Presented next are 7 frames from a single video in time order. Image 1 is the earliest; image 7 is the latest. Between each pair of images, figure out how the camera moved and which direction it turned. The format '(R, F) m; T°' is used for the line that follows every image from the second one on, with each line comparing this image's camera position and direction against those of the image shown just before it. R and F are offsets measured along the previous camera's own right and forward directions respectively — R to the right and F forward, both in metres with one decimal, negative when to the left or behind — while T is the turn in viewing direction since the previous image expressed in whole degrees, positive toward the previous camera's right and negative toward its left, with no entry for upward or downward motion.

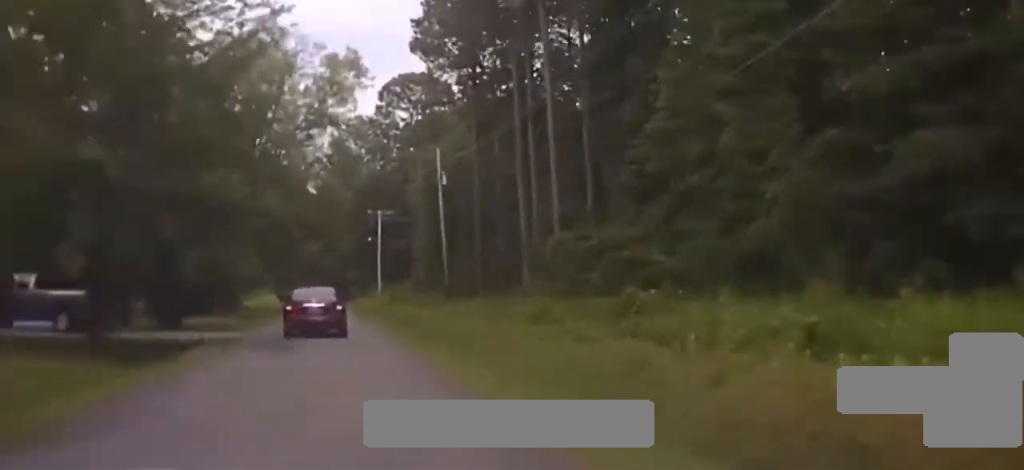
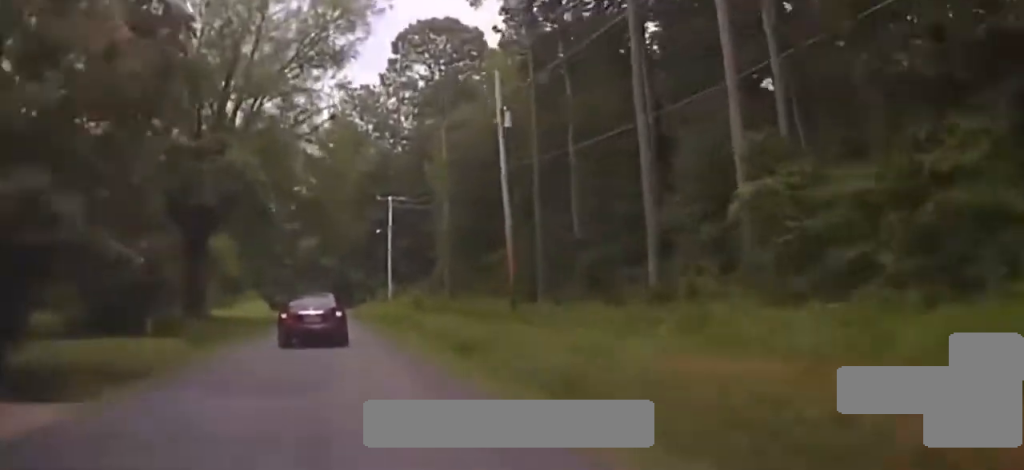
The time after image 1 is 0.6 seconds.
(0.0, +21.0) m; 0°
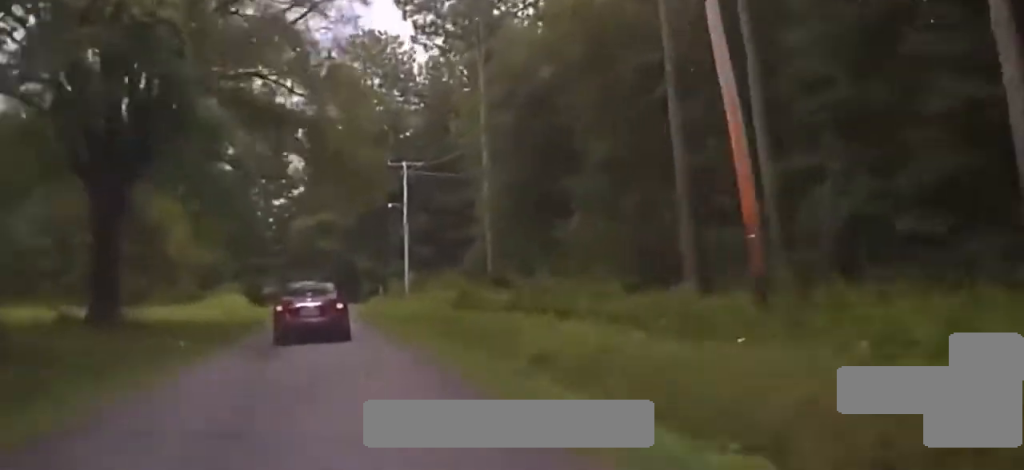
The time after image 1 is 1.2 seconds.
(0.0, +22.0) m; 0°
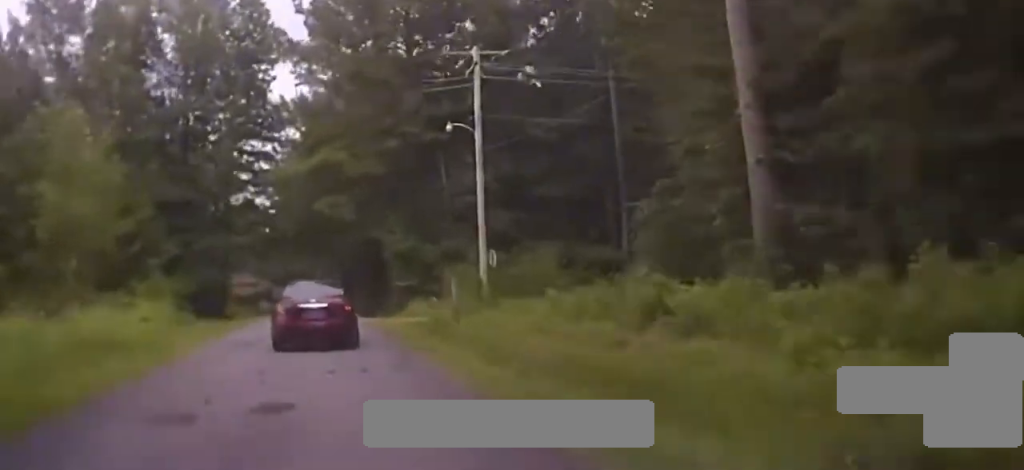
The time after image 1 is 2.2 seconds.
(0.0, +37.4) m; 0°
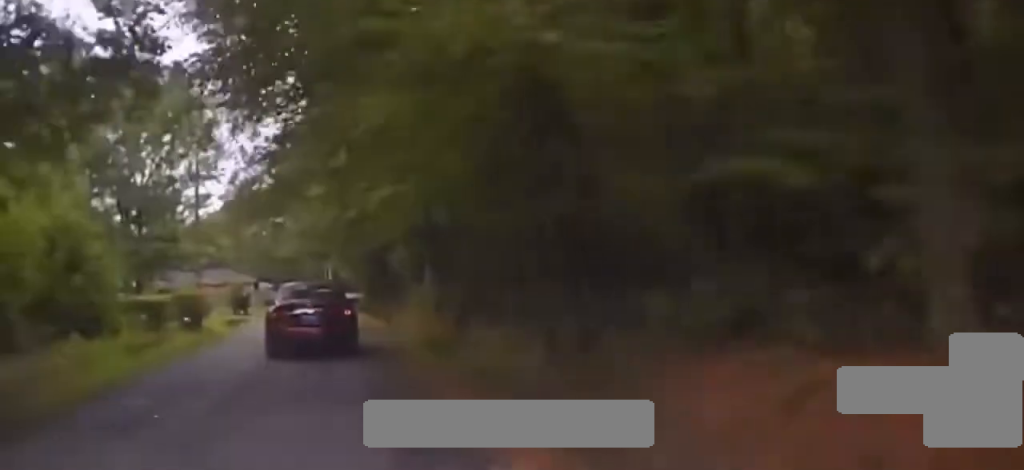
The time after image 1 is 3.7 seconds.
(-0.1, +43.6) m; -1°
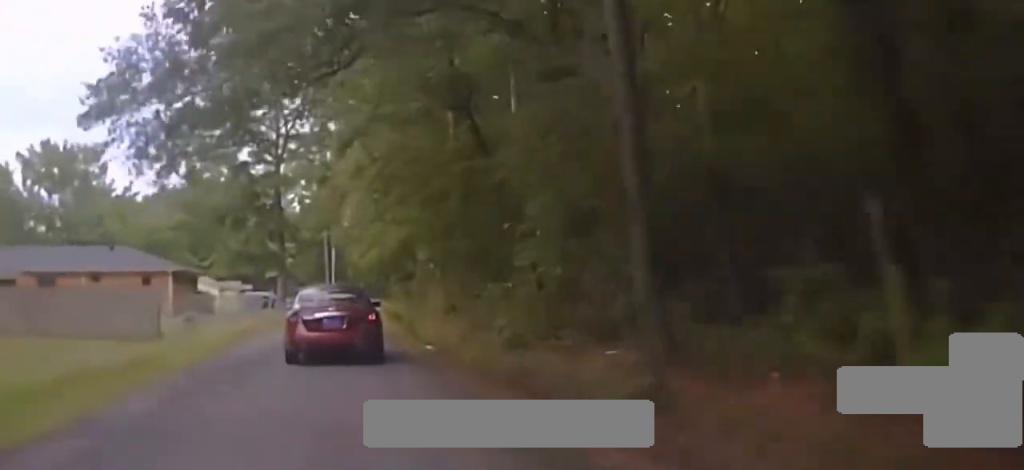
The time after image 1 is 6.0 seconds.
(-0.9, +62.4) m; 0°
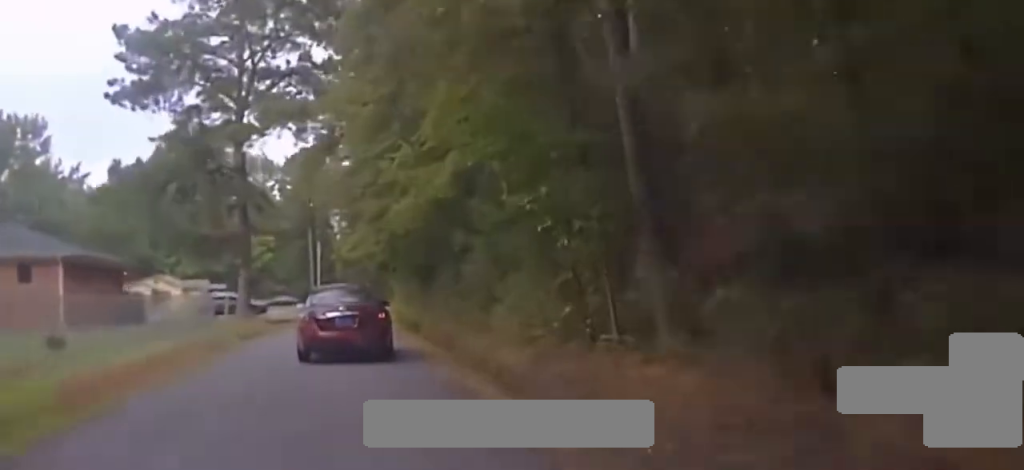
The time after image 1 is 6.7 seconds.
(+0.1, +22.7) m; +1°
